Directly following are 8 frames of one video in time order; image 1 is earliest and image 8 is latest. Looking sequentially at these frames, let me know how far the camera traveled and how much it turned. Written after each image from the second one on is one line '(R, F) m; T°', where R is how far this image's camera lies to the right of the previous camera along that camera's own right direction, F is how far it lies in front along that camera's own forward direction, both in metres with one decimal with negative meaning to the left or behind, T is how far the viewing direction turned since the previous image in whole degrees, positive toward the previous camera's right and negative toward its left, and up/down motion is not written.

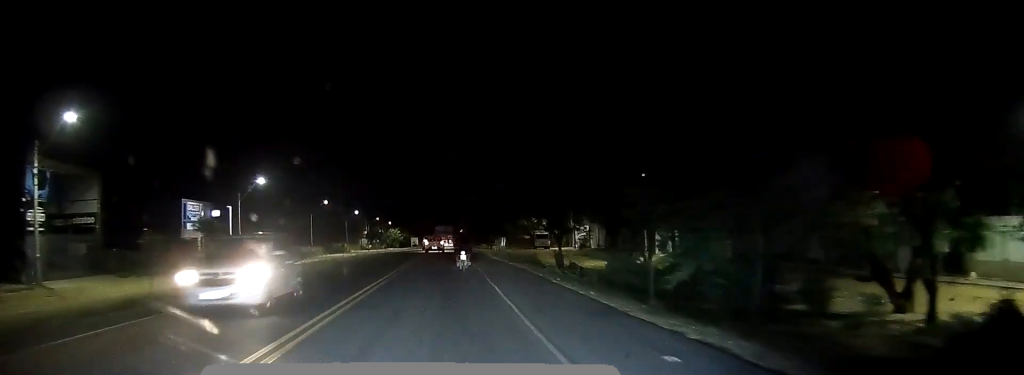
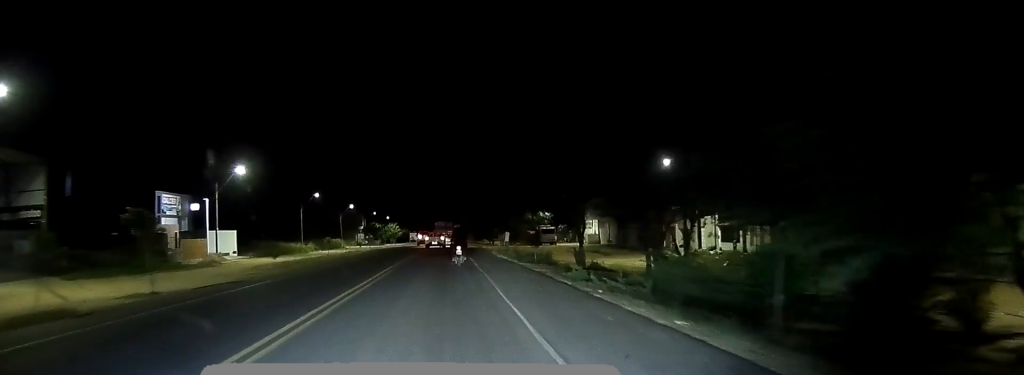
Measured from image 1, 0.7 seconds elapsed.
(0.0, +7.1) m; -1°
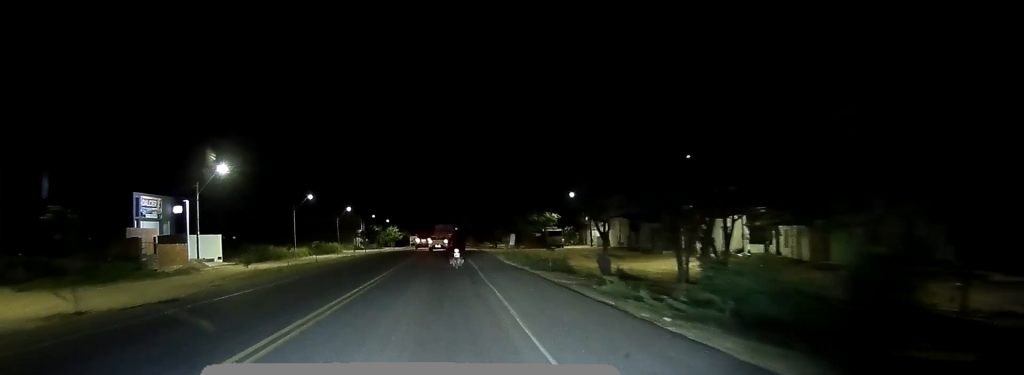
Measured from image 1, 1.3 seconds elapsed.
(-0.2, +5.6) m; -2°
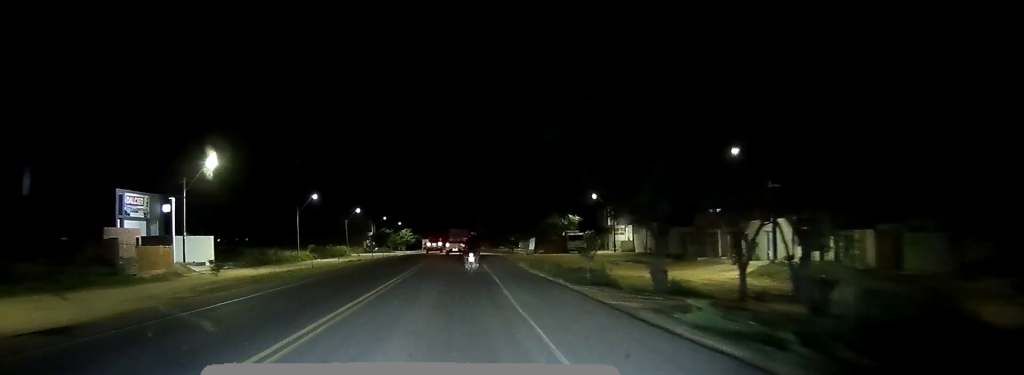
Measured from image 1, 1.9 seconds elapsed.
(0.0, +6.6) m; 0°
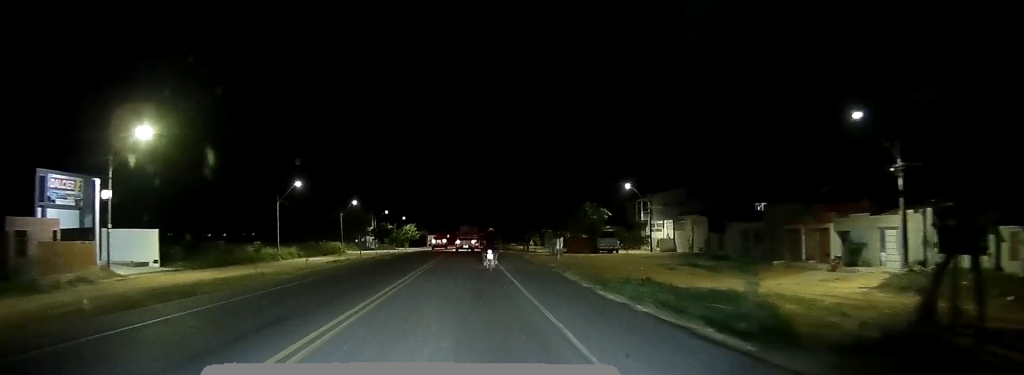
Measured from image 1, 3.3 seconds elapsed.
(0.0, +14.6) m; 0°
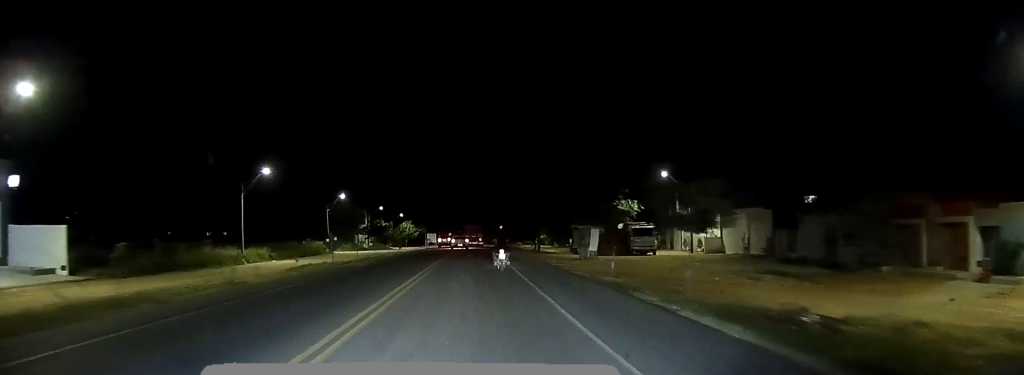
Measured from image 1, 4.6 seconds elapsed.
(-0.3, +13.9) m; -2°
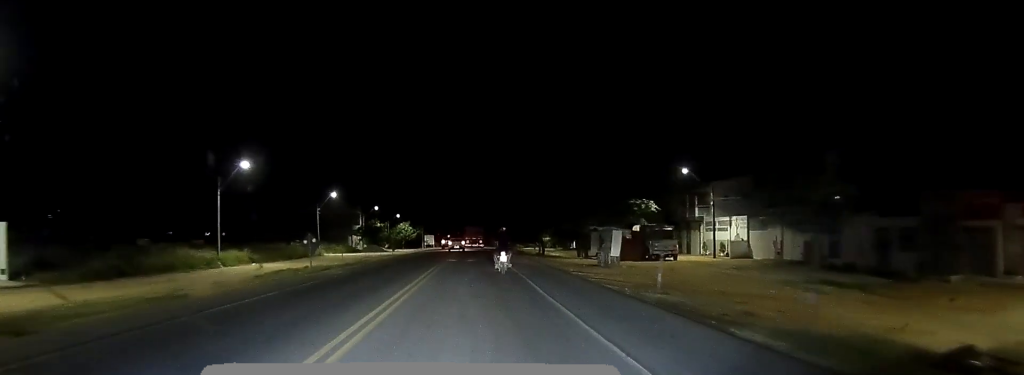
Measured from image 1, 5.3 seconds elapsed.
(-0.3, +6.9) m; 0°
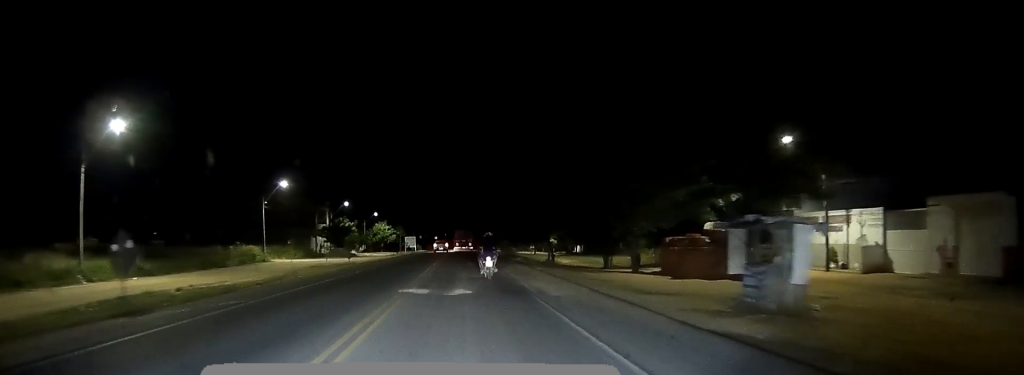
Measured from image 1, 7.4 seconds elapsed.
(+1.0, +23.1) m; +4°
